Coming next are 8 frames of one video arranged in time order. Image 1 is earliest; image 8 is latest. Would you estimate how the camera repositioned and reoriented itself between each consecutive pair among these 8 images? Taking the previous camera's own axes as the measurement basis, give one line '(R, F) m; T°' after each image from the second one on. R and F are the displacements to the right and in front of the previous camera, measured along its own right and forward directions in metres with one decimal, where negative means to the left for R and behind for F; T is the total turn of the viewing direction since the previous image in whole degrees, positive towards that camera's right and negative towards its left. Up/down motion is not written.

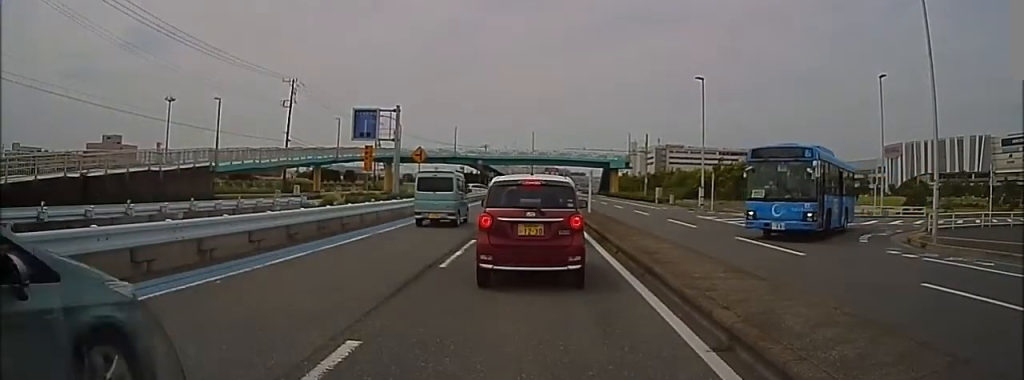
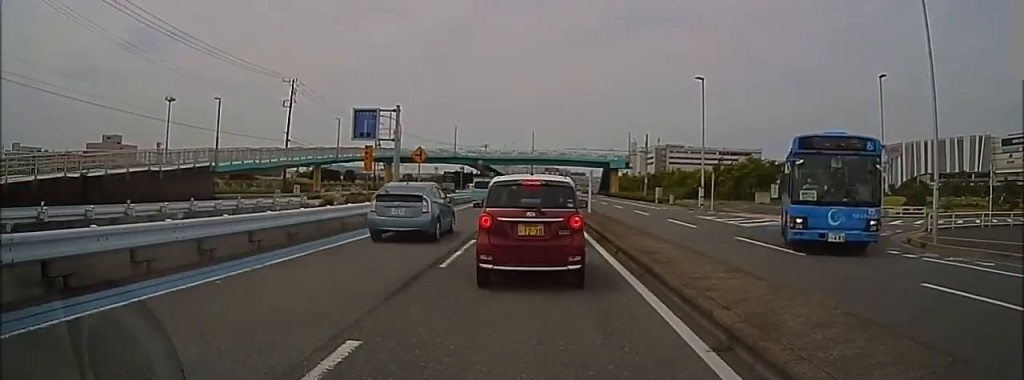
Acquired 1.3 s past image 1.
(0.0, 0.0) m; 0°
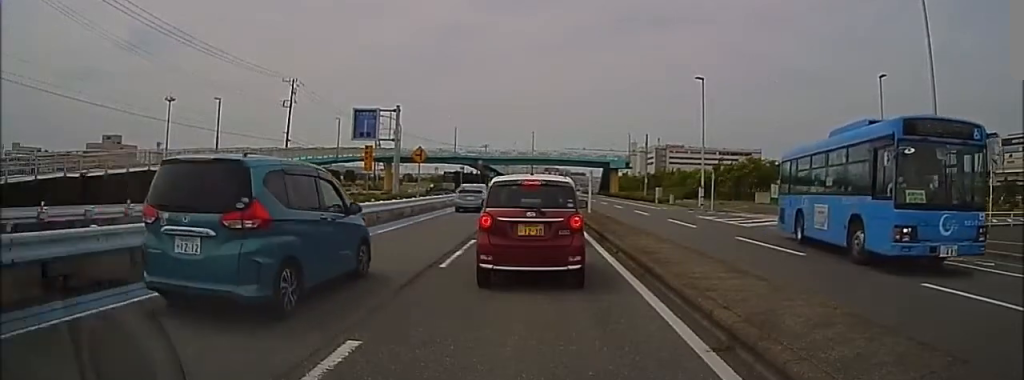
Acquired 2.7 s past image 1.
(0.0, 0.0) m; 0°
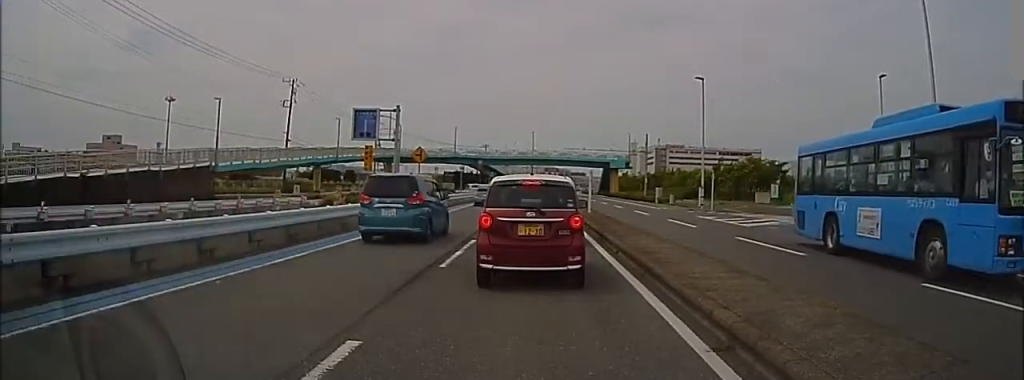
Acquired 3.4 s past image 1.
(0.0, 0.0) m; 0°
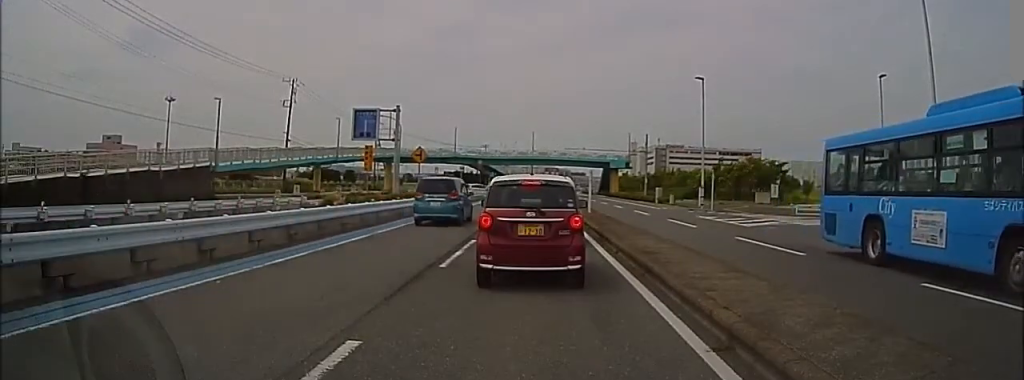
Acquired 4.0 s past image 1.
(0.0, 0.0) m; 0°
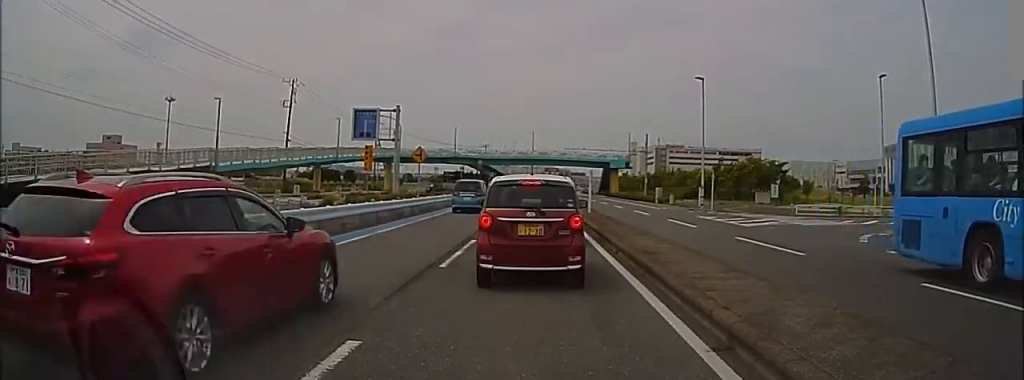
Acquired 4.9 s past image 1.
(0.0, 0.0) m; 0°
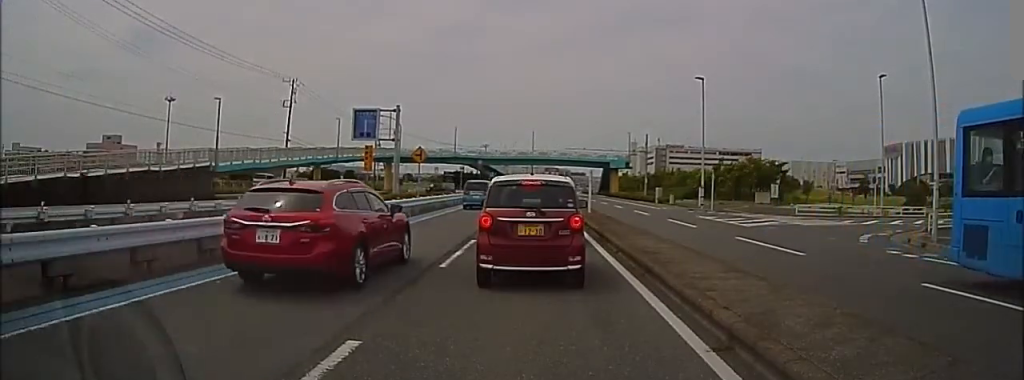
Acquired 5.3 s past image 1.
(0.0, 0.0) m; 0°
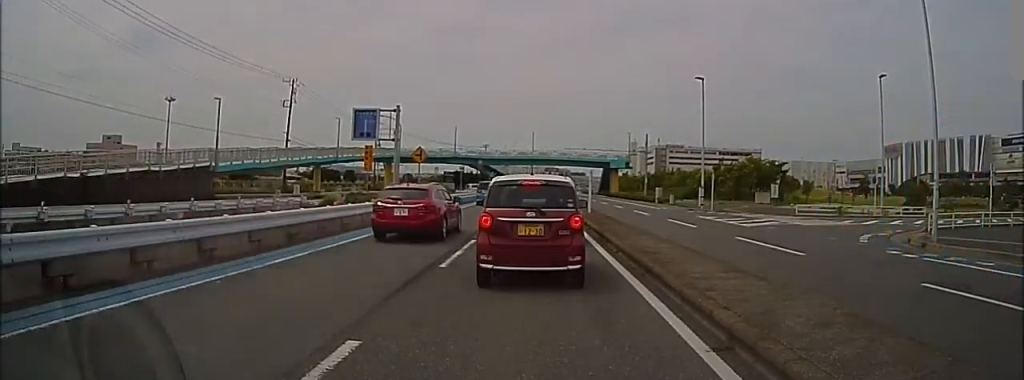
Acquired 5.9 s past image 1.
(0.0, 0.0) m; 0°
